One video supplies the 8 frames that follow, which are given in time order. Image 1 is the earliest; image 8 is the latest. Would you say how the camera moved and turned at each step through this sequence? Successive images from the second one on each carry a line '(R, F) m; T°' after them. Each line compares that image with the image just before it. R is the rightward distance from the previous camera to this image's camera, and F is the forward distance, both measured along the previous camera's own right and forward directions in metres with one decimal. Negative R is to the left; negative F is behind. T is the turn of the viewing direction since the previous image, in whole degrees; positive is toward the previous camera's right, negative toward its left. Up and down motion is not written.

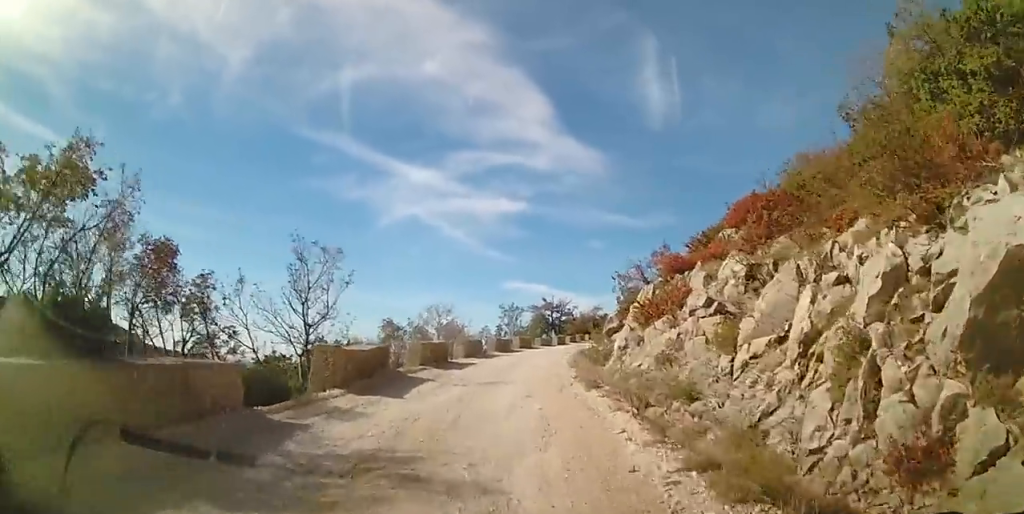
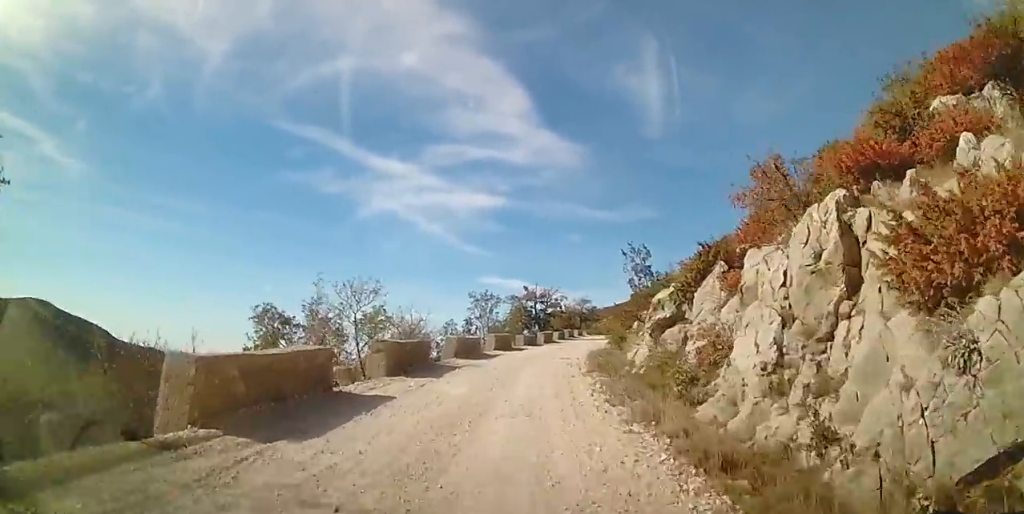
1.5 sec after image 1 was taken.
(+0.4, +12.1) m; +1°
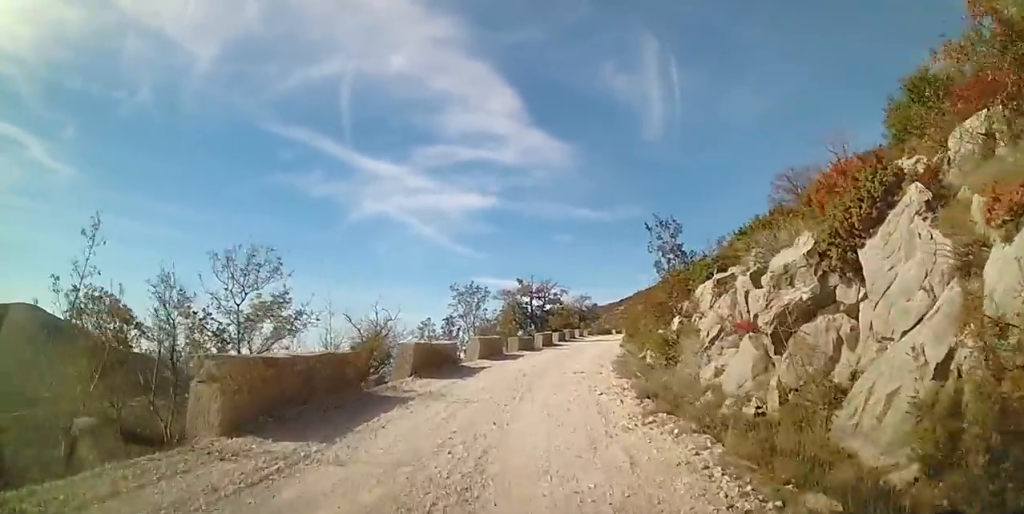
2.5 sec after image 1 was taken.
(-0.1, +7.5) m; +1°
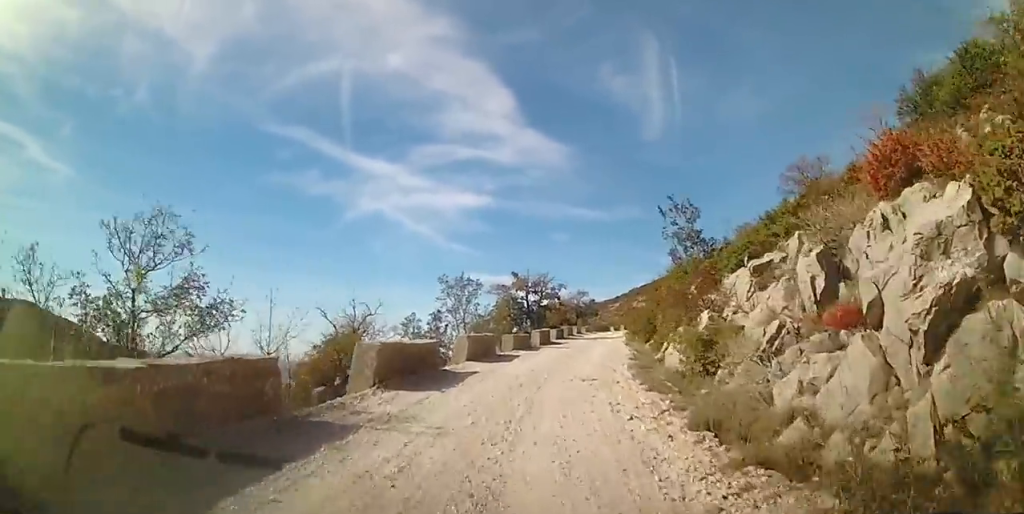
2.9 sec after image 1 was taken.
(+0.1, +3.2) m; +1°
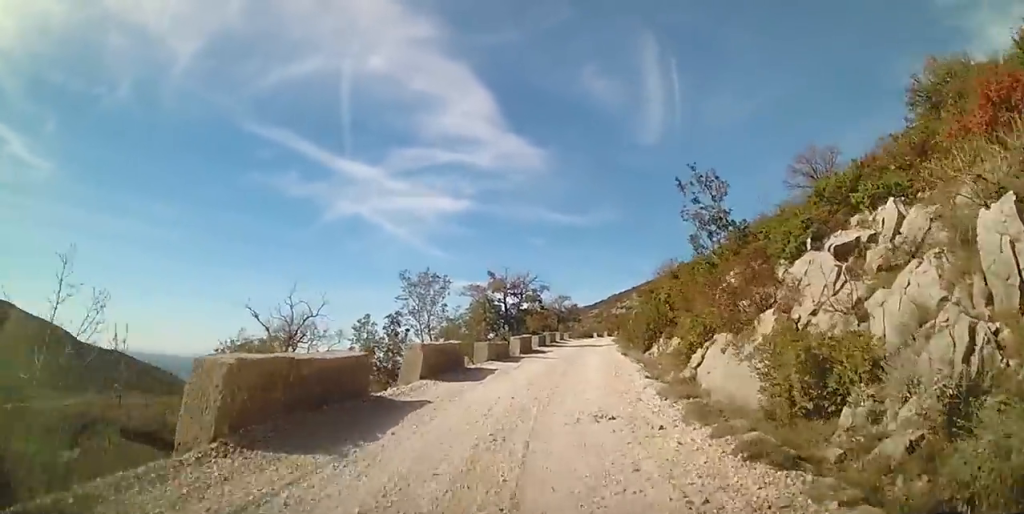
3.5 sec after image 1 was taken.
(+0.1, +5.1) m; +3°
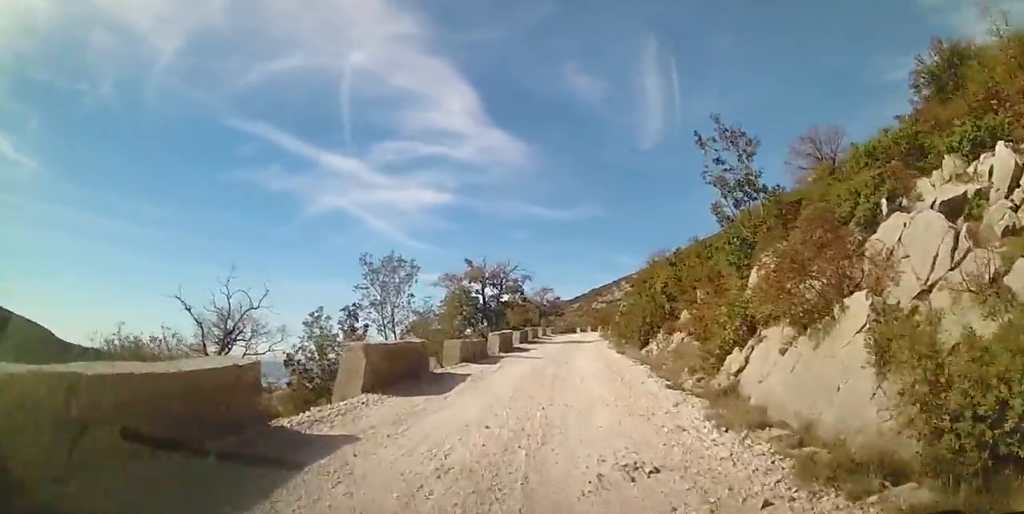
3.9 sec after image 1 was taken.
(0.0, +3.5) m; +2°
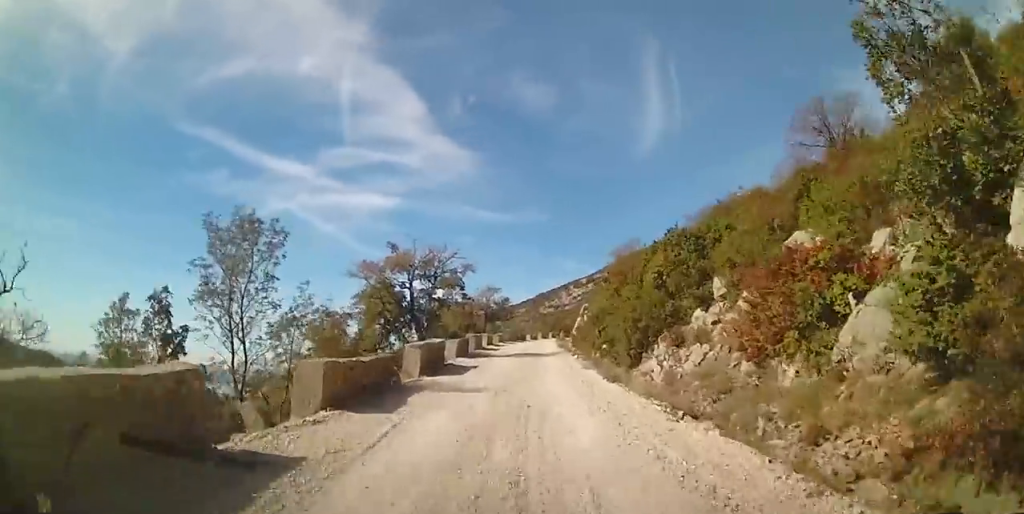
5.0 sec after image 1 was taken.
(+0.5, +8.3) m; +4°
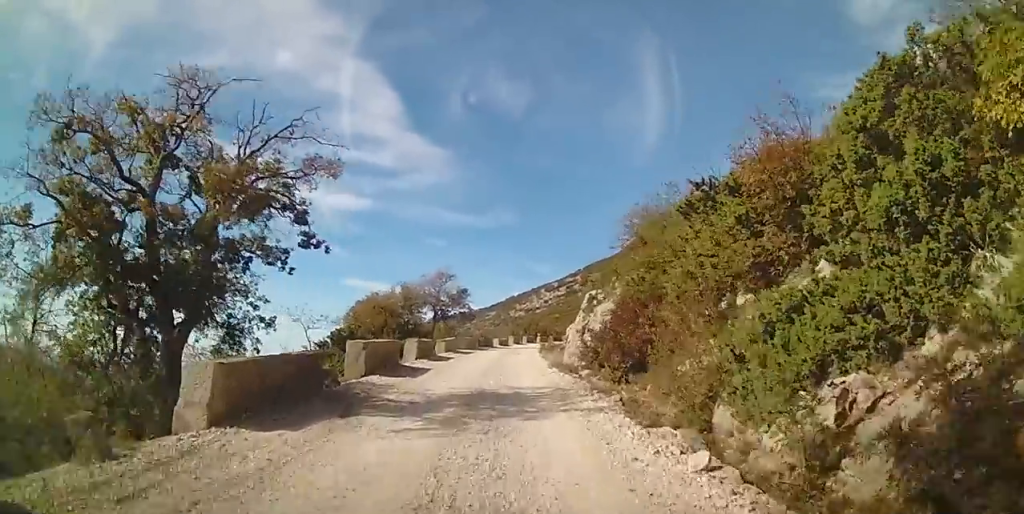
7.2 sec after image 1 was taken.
(+0.3, +18.1) m; +1°
